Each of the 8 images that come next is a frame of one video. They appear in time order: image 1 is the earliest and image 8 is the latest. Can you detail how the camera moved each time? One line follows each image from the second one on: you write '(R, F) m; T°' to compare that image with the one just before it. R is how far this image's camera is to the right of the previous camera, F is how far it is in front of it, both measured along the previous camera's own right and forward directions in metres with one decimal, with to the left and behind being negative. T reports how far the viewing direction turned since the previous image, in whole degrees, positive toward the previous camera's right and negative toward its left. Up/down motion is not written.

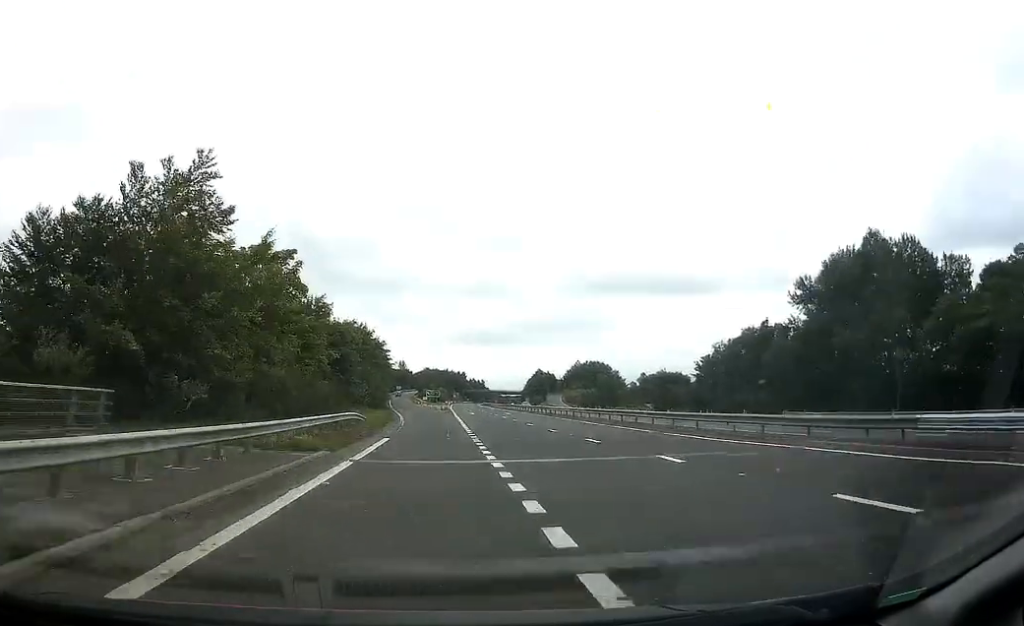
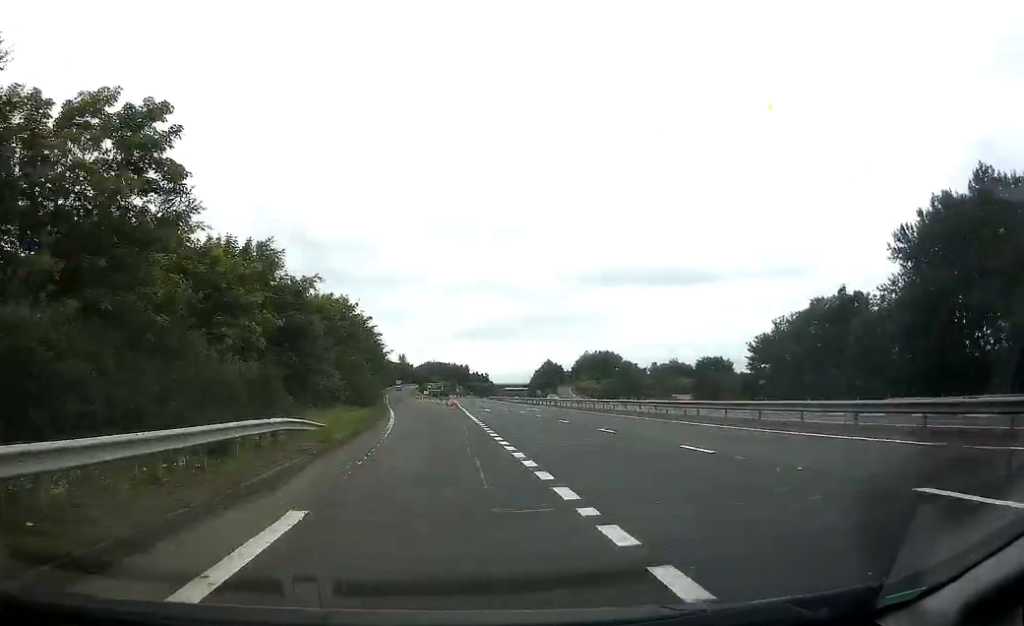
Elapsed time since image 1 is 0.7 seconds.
(0.0, +18.1) m; 0°
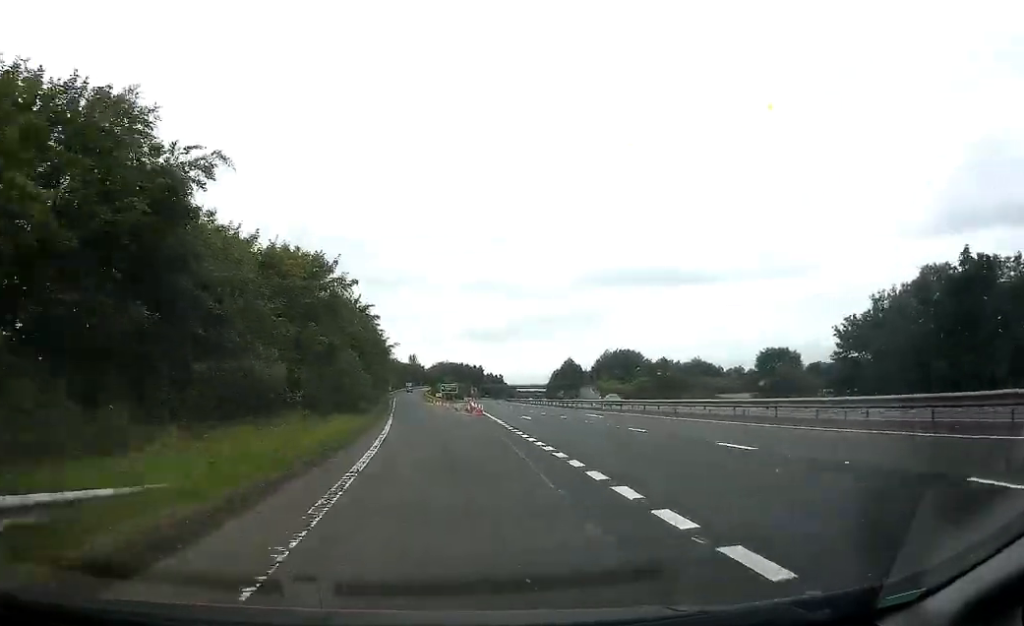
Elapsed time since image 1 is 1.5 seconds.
(0.0, +17.9) m; 0°
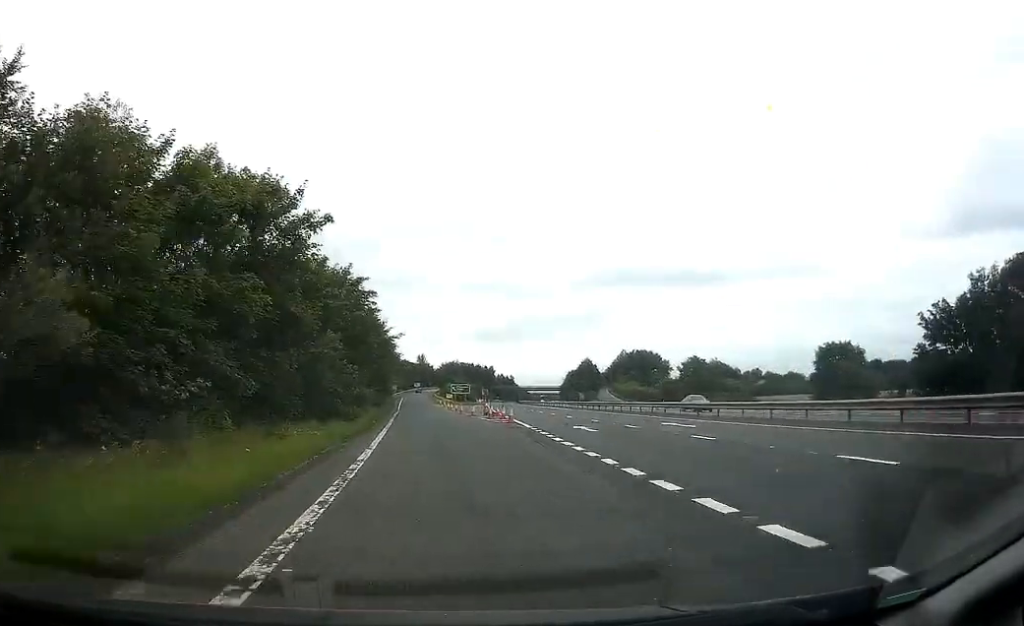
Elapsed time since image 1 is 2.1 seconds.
(0.0, +13.8) m; 0°
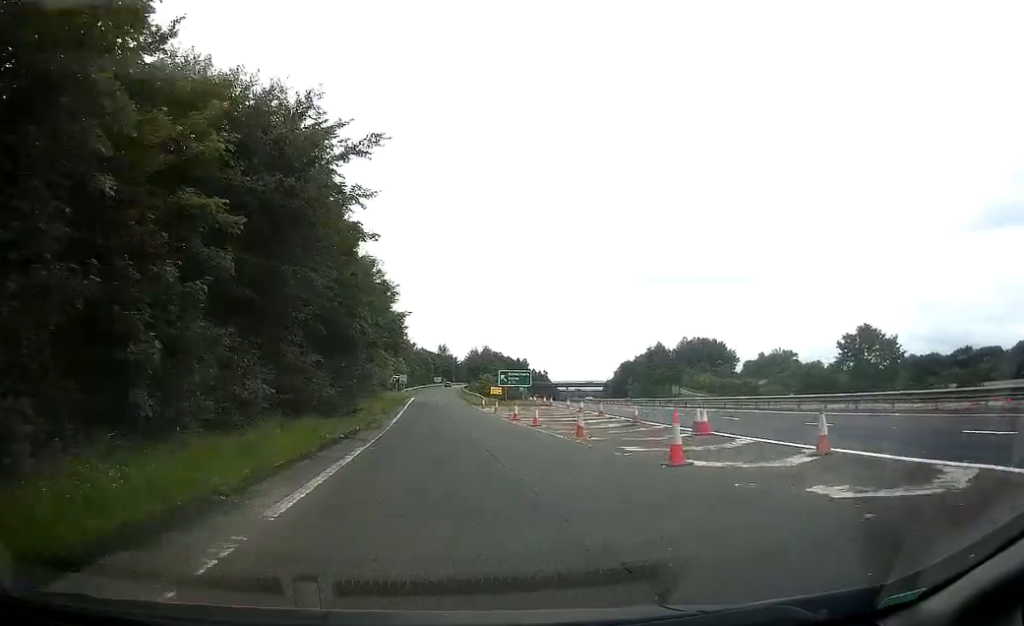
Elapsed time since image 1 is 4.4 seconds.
(-1.2, +53.6) m; -2°
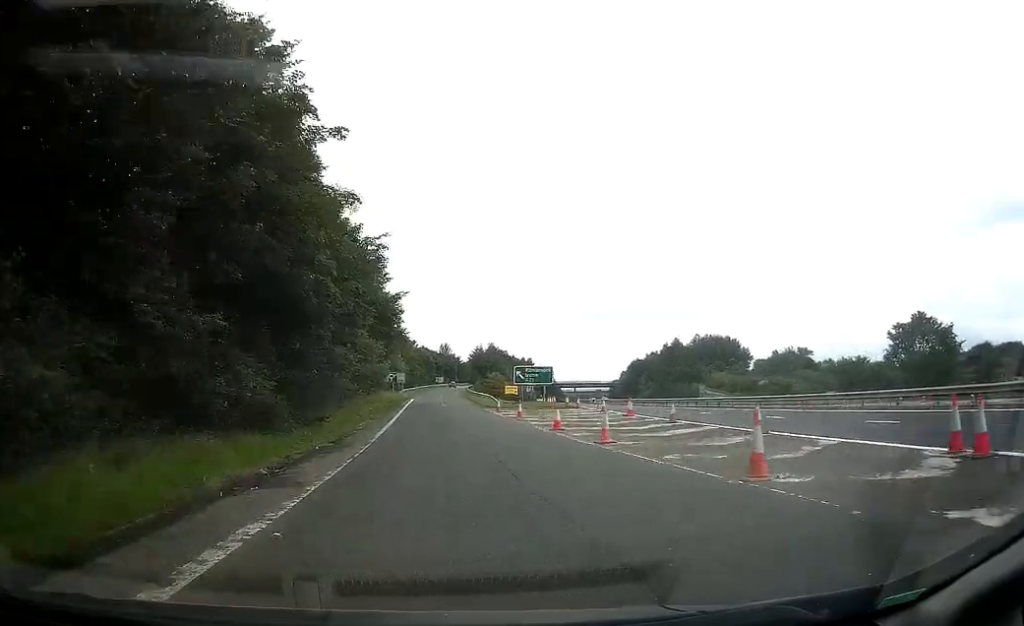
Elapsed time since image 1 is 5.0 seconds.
(-0.1, +11.8) m; 0°
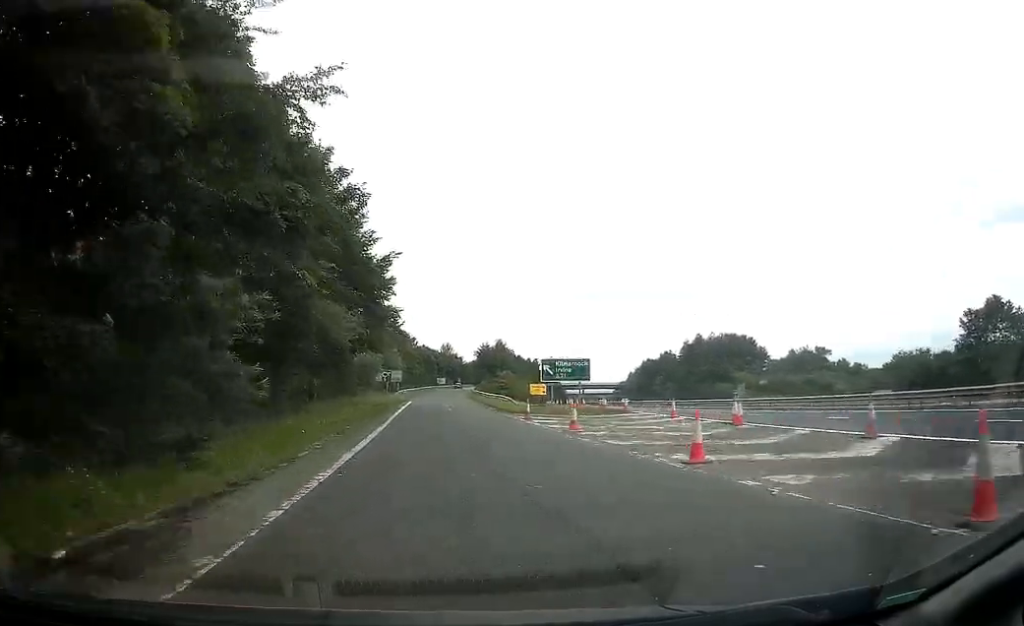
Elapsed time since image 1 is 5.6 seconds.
(0.0, +13.8) m; 0°
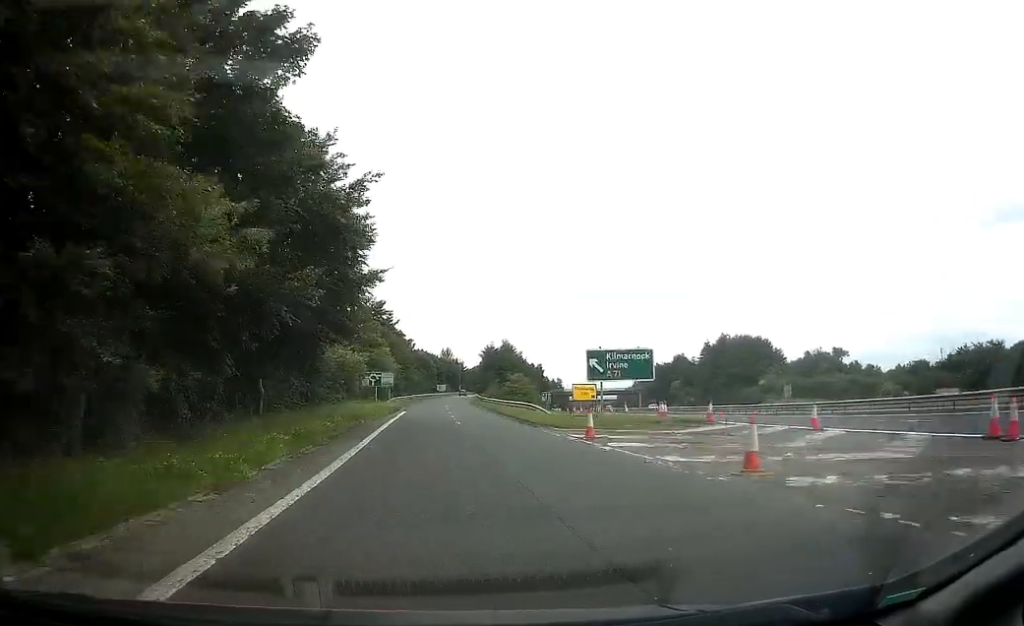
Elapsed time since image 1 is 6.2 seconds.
(0.0, +13.6) m; 0°
